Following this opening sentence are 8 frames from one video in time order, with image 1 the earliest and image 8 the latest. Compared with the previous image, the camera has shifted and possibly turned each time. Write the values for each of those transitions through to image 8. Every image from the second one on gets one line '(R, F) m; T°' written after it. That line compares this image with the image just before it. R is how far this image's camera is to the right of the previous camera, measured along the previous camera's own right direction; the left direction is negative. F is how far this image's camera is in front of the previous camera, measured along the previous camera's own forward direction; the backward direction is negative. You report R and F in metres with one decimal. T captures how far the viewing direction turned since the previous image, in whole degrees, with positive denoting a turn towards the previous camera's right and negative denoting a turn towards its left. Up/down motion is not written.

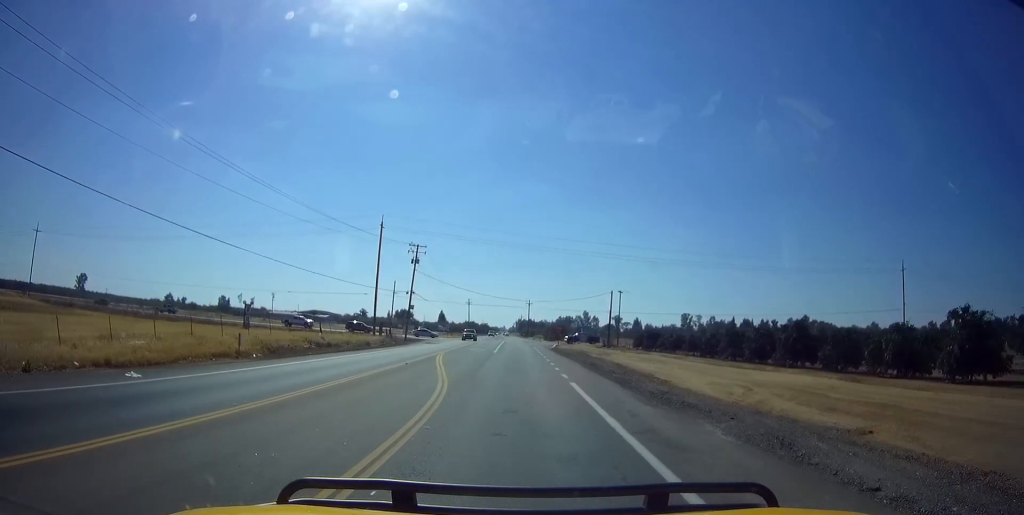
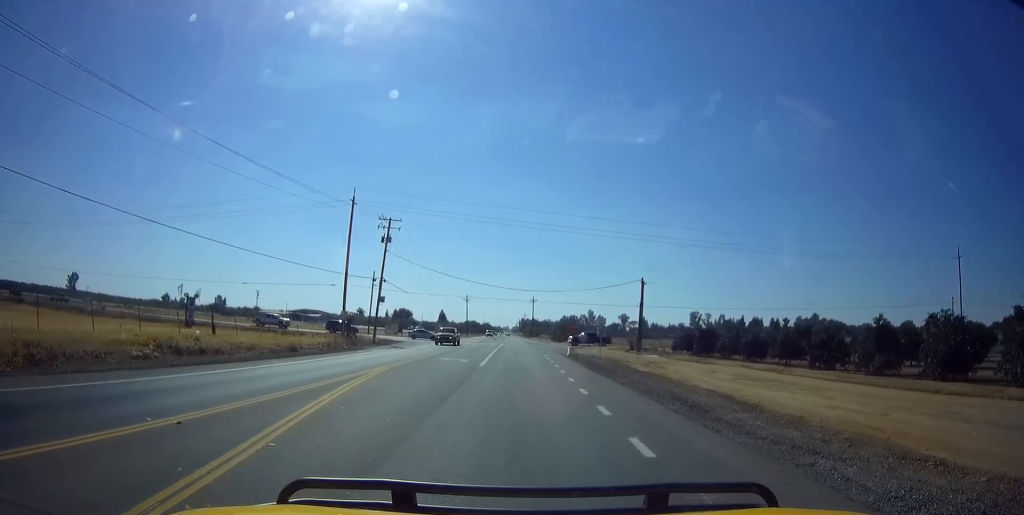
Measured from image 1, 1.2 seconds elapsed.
(-0.2, +17.0) m; -1°
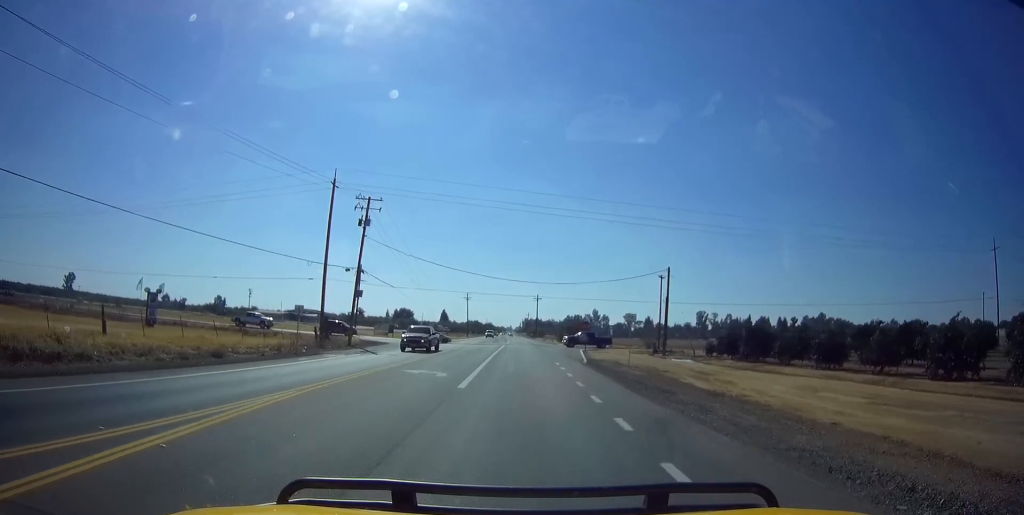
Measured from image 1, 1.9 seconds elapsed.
(0.0, +8.8) m; +1°
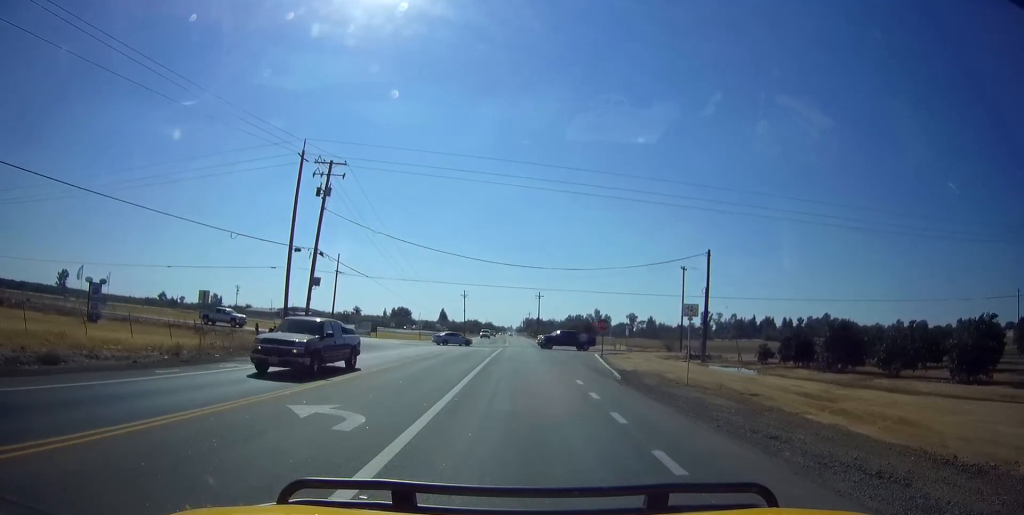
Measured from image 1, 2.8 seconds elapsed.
(+0.1, +10.1) m; +1°
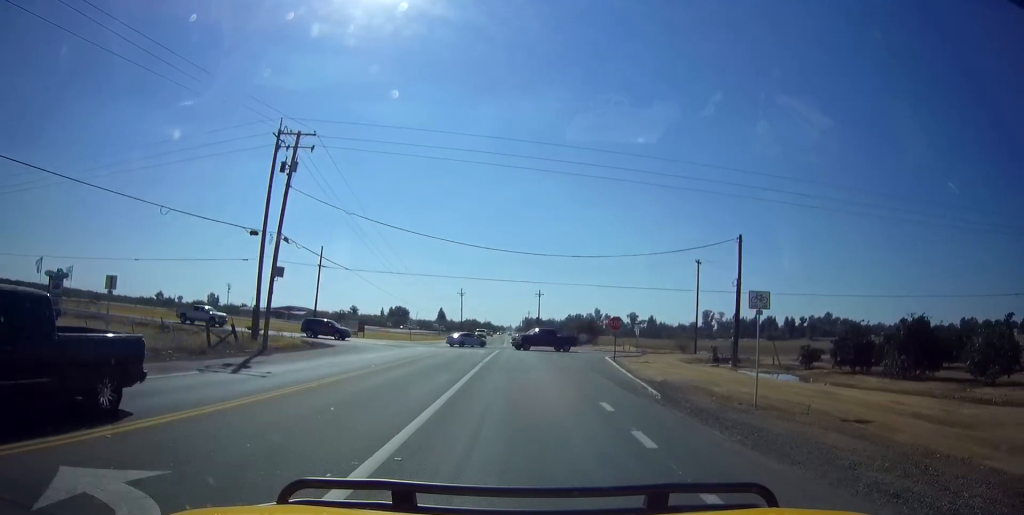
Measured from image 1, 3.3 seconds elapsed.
(+0.1, +5.9) m; 0°
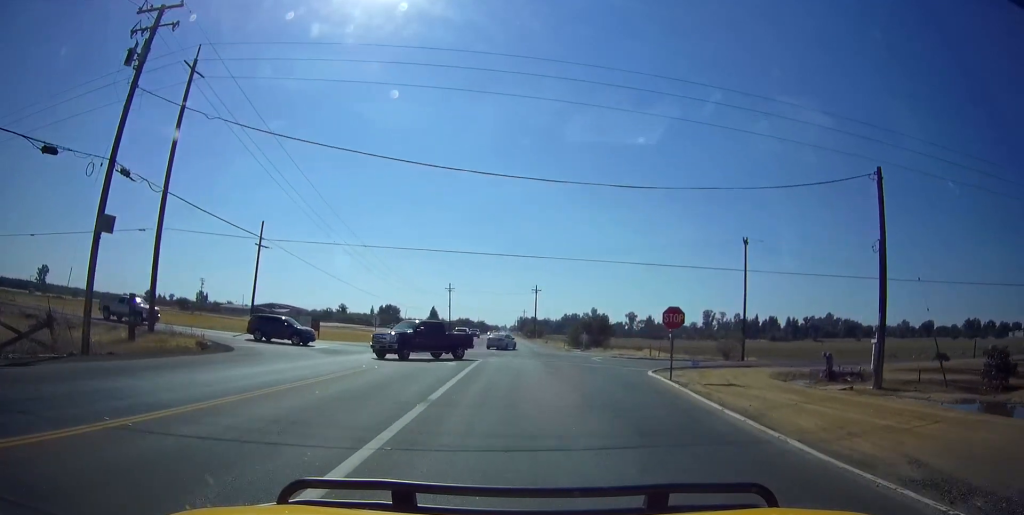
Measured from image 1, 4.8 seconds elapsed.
(0.0, +14.1) m; +2°
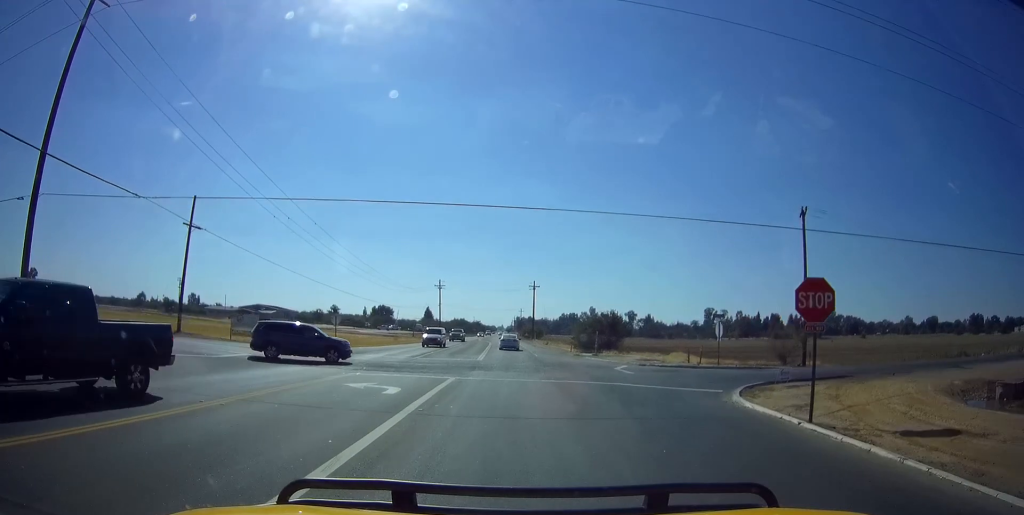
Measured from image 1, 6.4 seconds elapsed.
(+0.2, +10.6) m; -1°
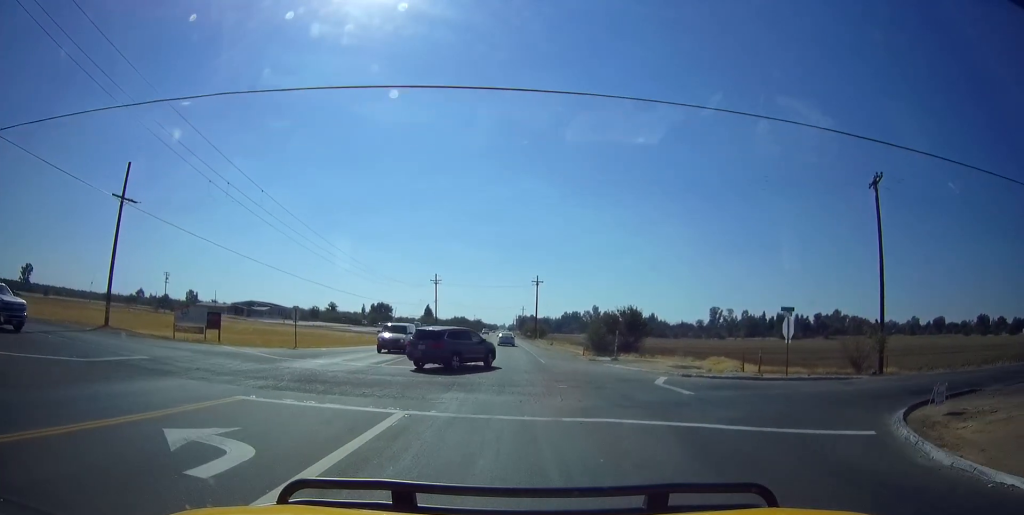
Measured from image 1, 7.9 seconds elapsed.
(0.0, +8.1) m; +3°
